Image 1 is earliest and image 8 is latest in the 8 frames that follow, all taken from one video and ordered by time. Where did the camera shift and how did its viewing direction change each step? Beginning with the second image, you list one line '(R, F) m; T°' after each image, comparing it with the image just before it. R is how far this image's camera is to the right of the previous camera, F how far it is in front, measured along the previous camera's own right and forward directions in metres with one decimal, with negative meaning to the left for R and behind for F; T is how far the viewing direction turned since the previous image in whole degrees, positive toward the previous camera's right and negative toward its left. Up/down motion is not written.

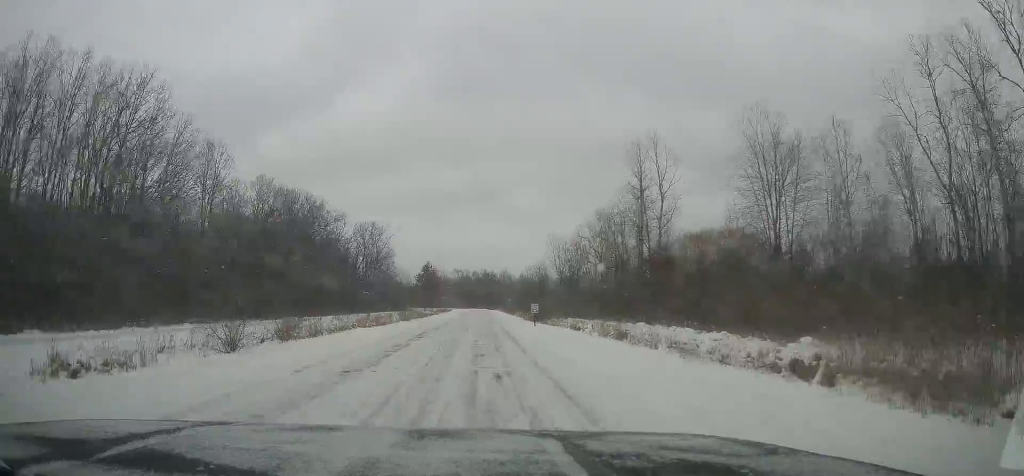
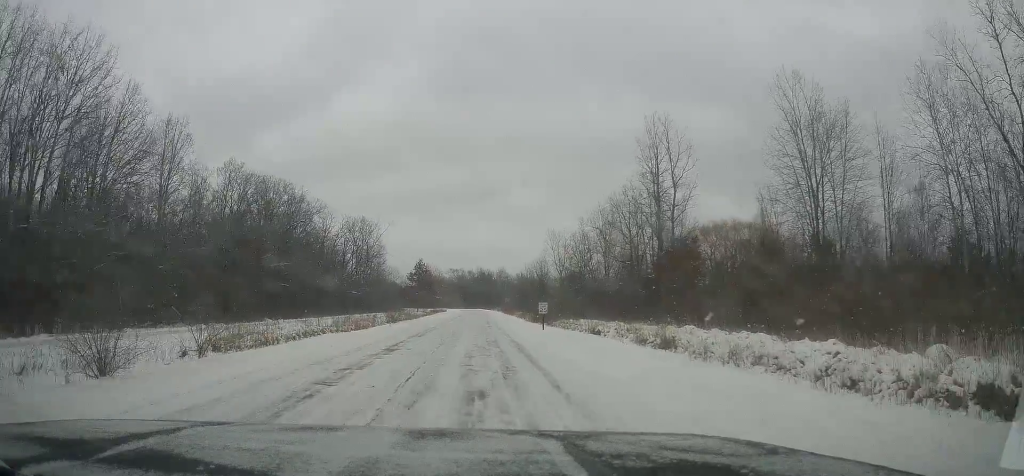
(-0.1, +8.4) m; 0°
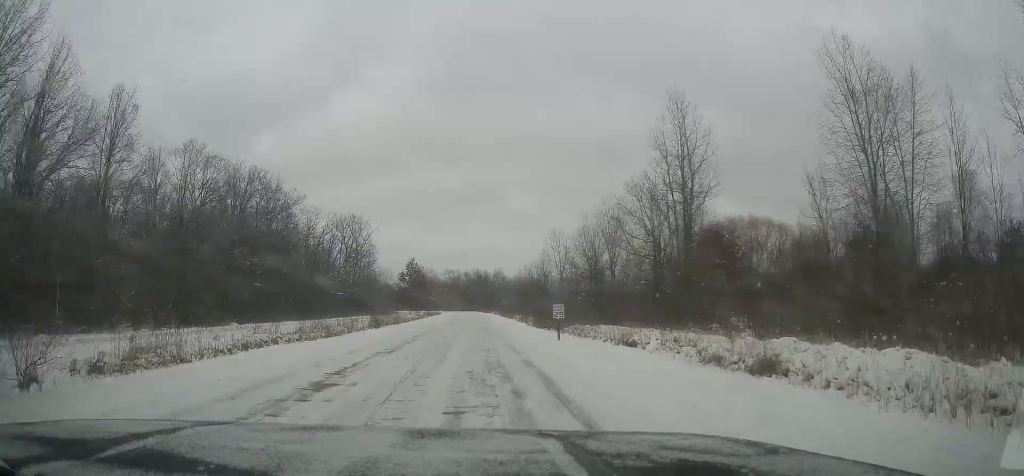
(0.0, +8.9) m; +1°
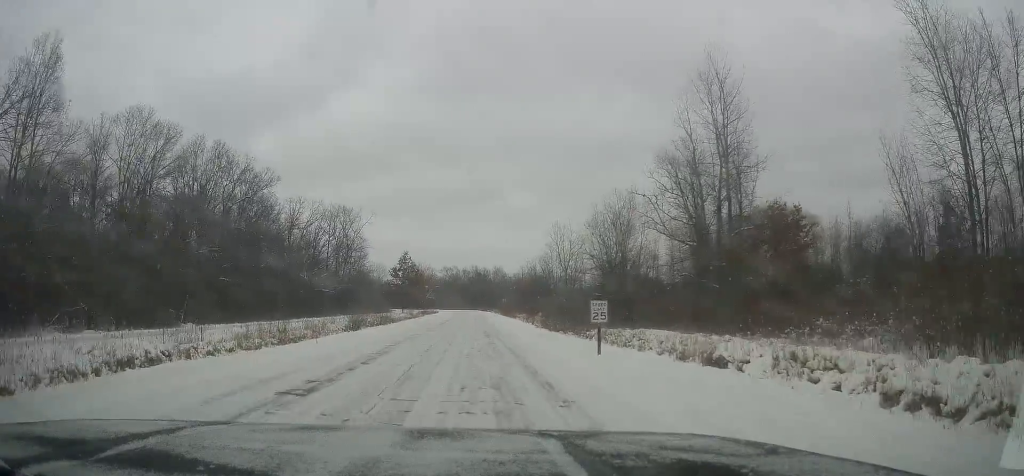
(+0.3, +10.2) m; +1°
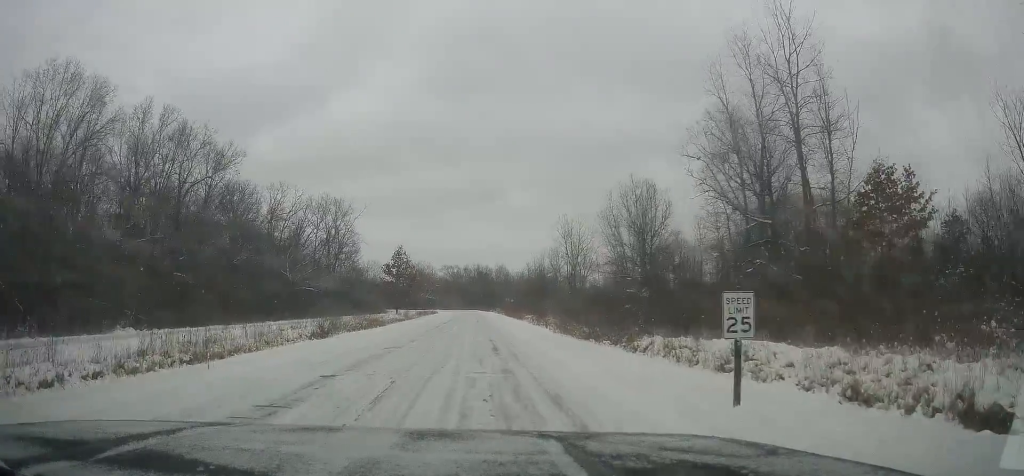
(-0.2, +11.0) m; -2°
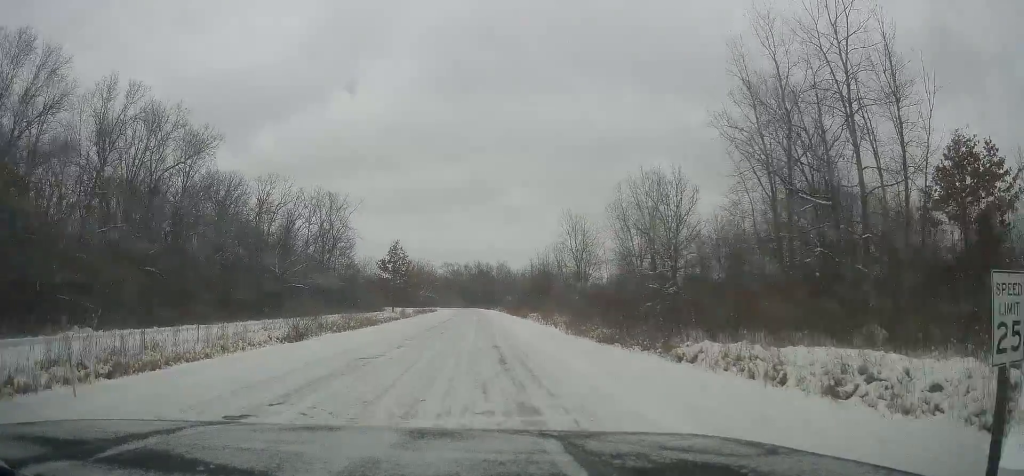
(-0.3, +5.8) m; 0°
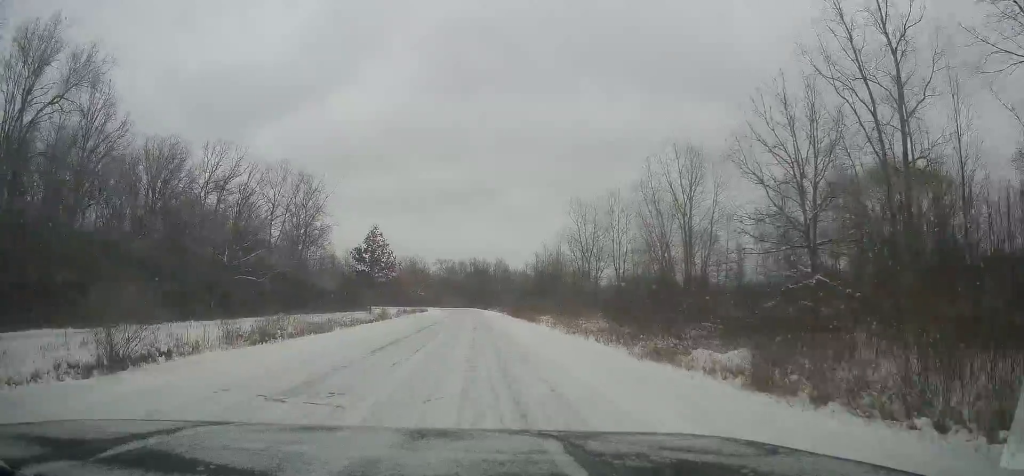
(+0.2, +17.8) m; 0°
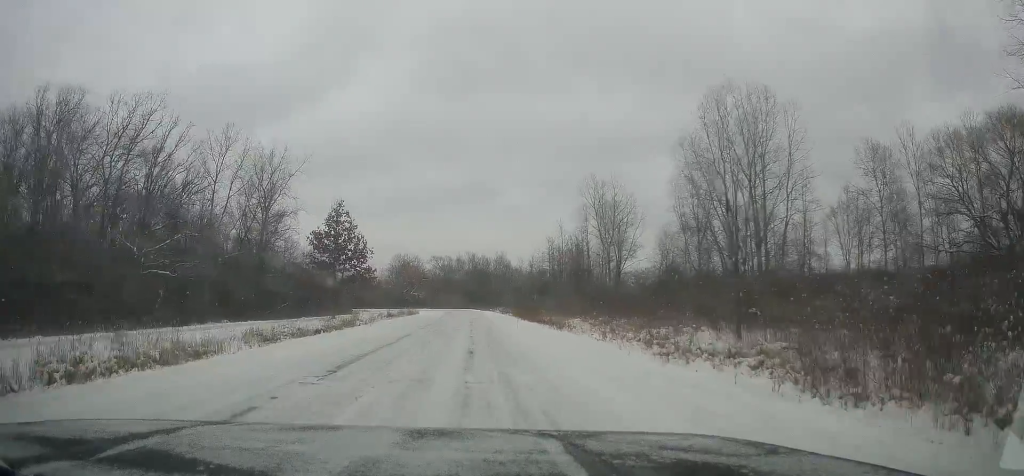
(+0.1, +20.1) m; 0°
